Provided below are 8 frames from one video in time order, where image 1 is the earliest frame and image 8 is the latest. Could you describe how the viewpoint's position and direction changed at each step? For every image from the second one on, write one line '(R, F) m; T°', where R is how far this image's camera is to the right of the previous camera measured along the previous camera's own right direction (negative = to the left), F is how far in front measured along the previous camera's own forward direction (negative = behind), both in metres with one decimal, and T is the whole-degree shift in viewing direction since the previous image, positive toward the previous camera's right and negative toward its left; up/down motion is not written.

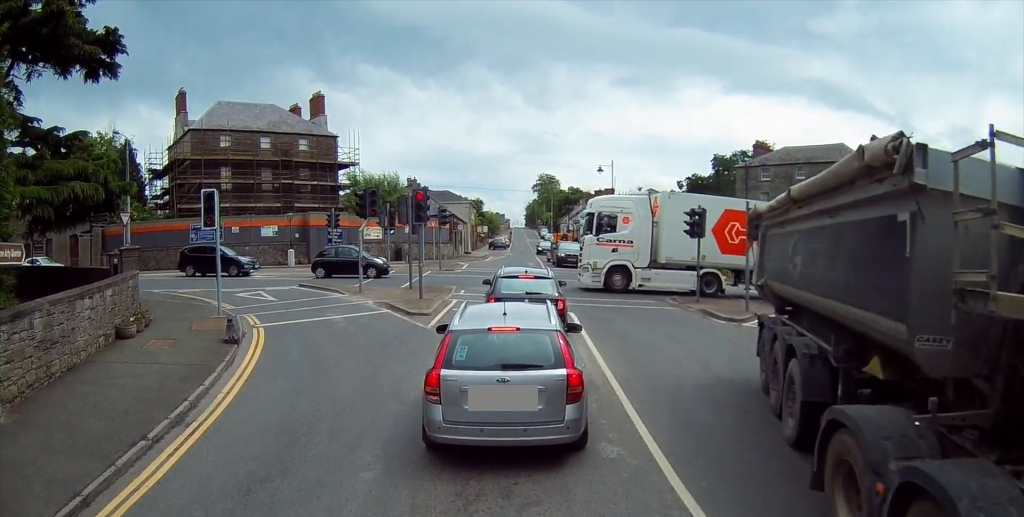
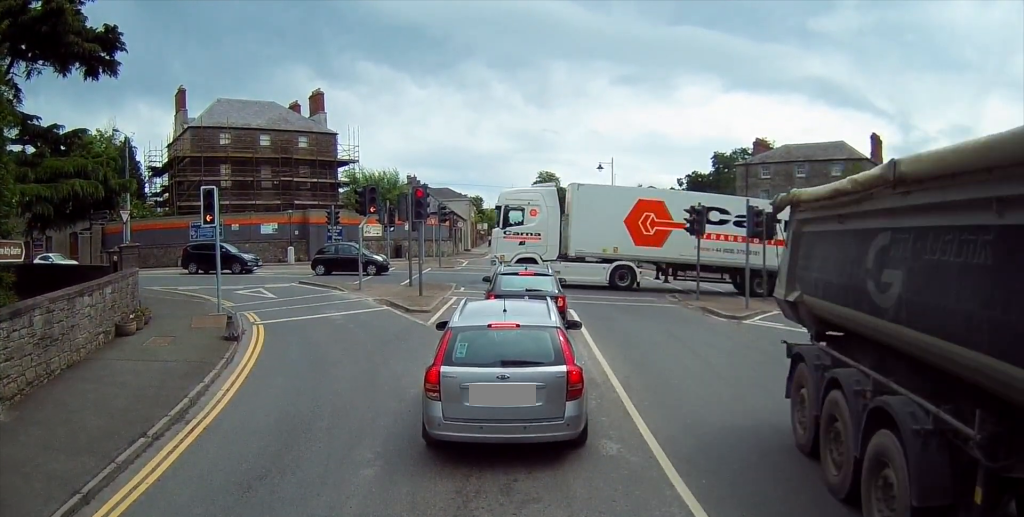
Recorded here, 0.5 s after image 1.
(0.0, +0.1) m; 0°
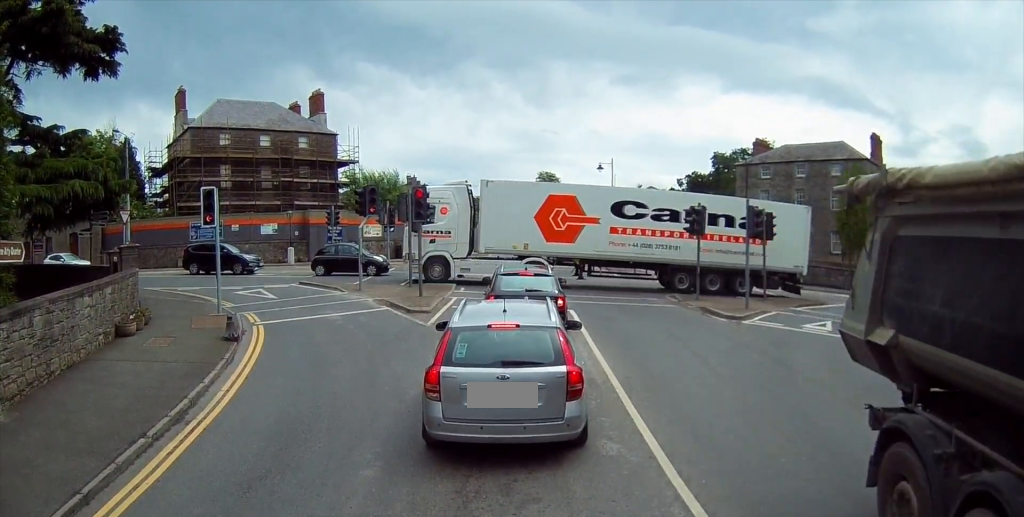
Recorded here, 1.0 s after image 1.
(0.0, 0.0) m; 0°
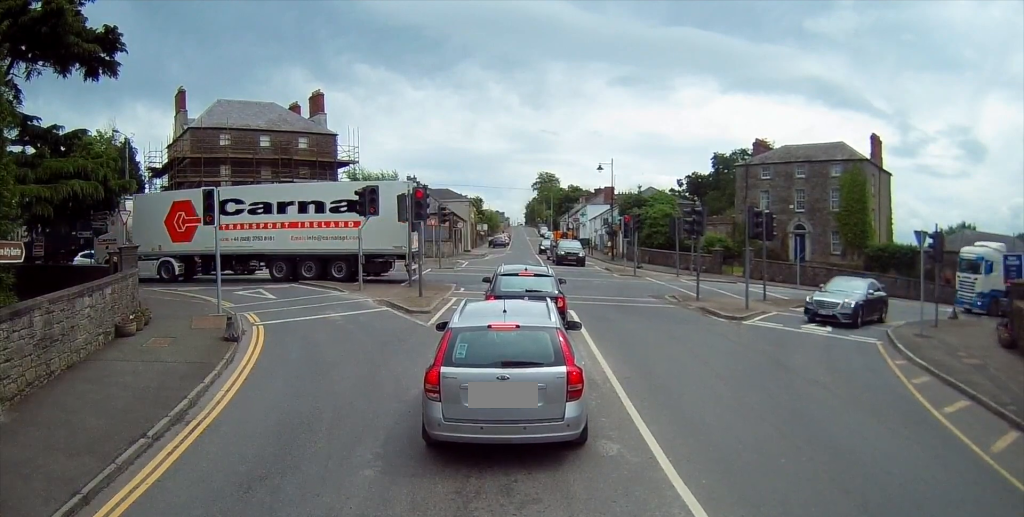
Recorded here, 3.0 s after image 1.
(0.0, 0.0) m; 0°
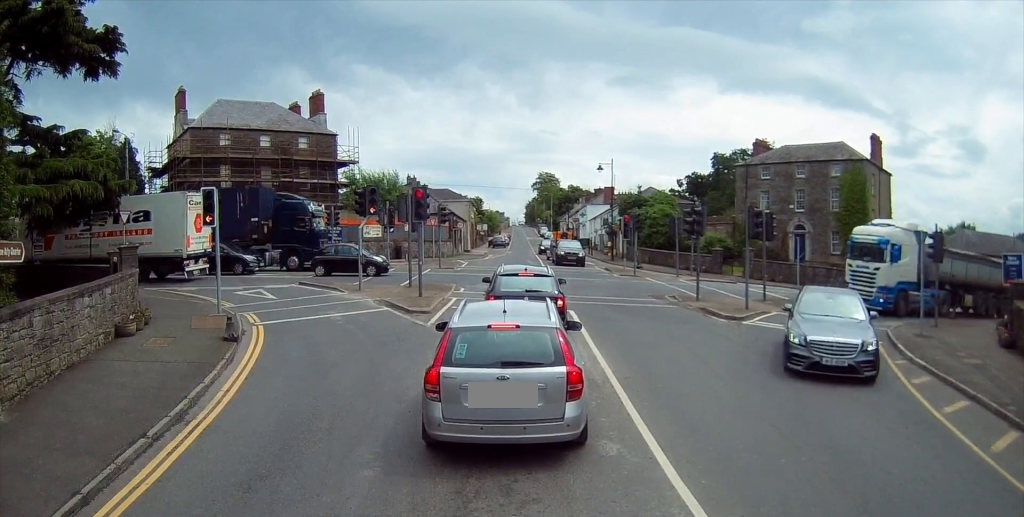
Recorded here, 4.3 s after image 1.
(0.0, 0.0) m; 0°
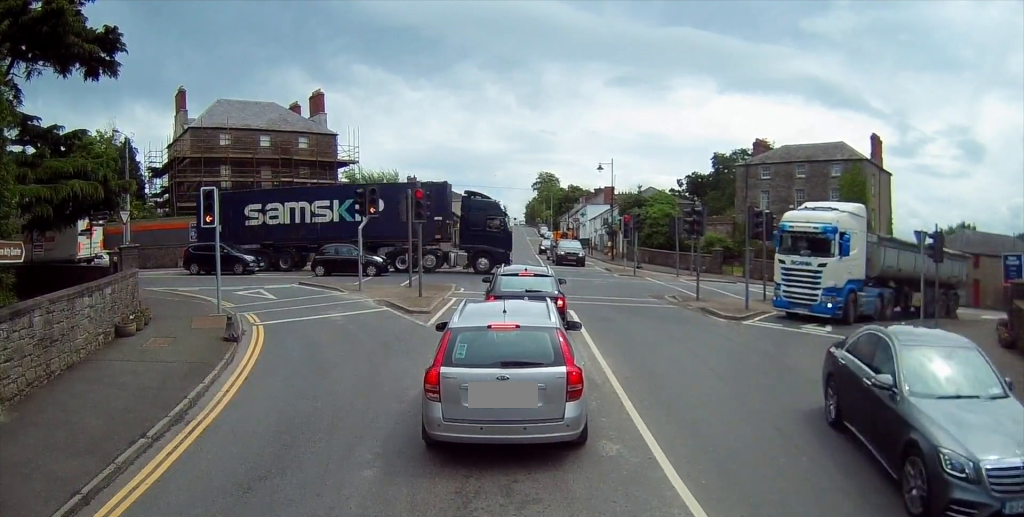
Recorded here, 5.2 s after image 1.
(0.0, 0.0) m; 0°
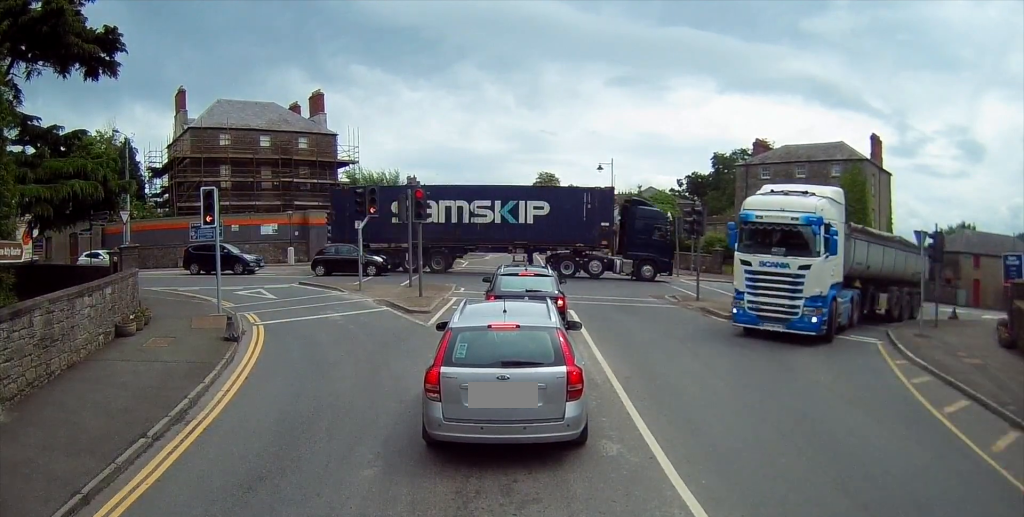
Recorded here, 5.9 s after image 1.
(0.0, 0.0) m; 0°
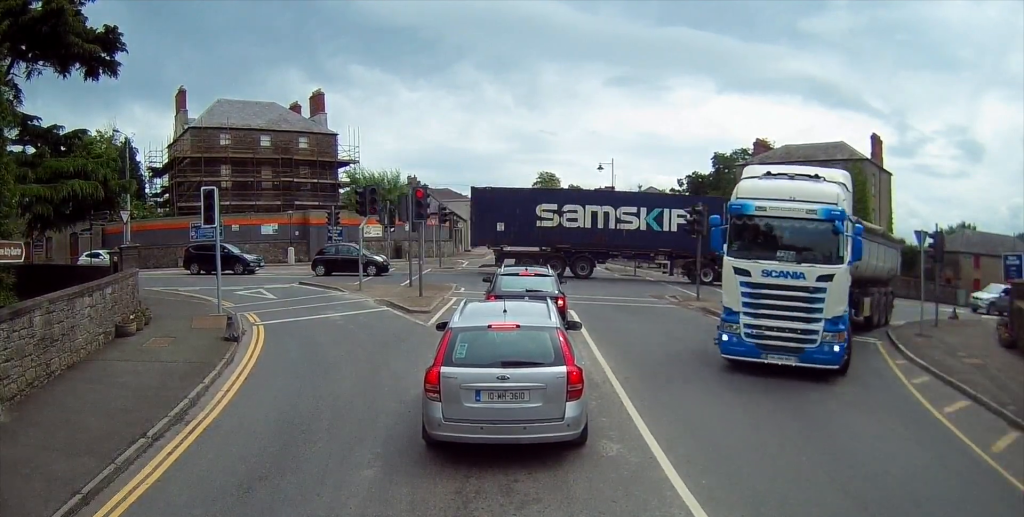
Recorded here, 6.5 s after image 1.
(0.0, 0.0) m; 0°
